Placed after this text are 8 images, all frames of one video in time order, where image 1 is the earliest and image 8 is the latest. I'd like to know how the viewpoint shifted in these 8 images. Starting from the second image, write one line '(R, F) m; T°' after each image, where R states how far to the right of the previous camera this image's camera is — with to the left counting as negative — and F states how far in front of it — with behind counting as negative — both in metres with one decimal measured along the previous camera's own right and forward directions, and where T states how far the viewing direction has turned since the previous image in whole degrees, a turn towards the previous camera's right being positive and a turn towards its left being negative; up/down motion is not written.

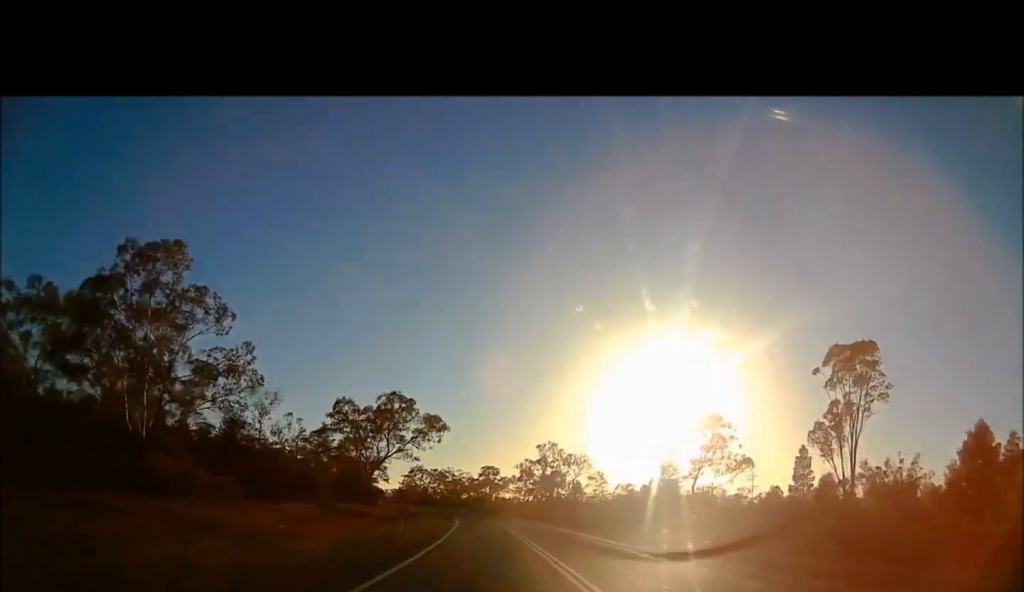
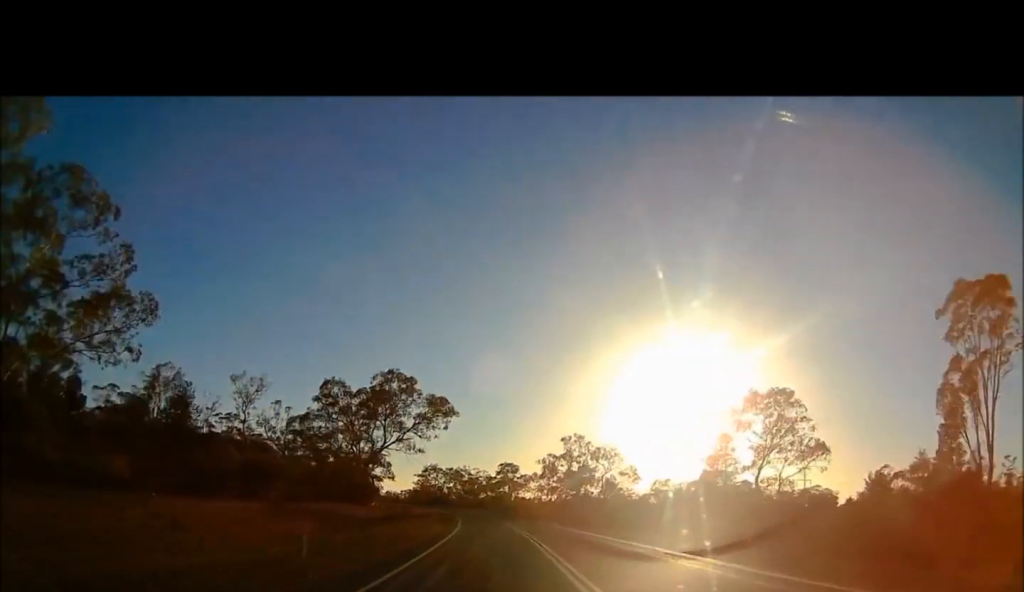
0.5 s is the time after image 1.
(0.0, +16.4) m; 0°
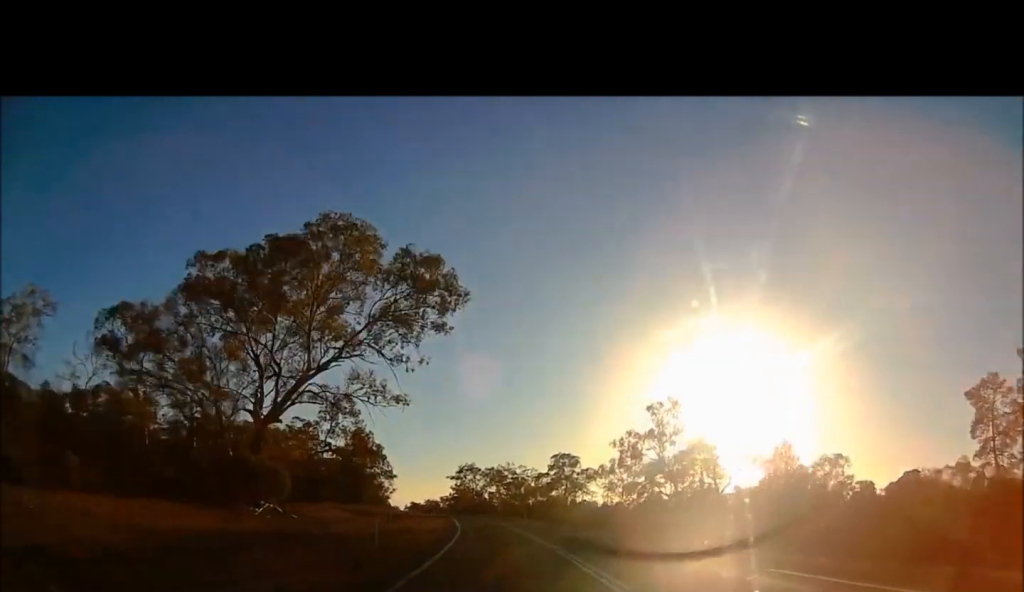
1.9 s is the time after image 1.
(0.0, +44.8) m; 0°
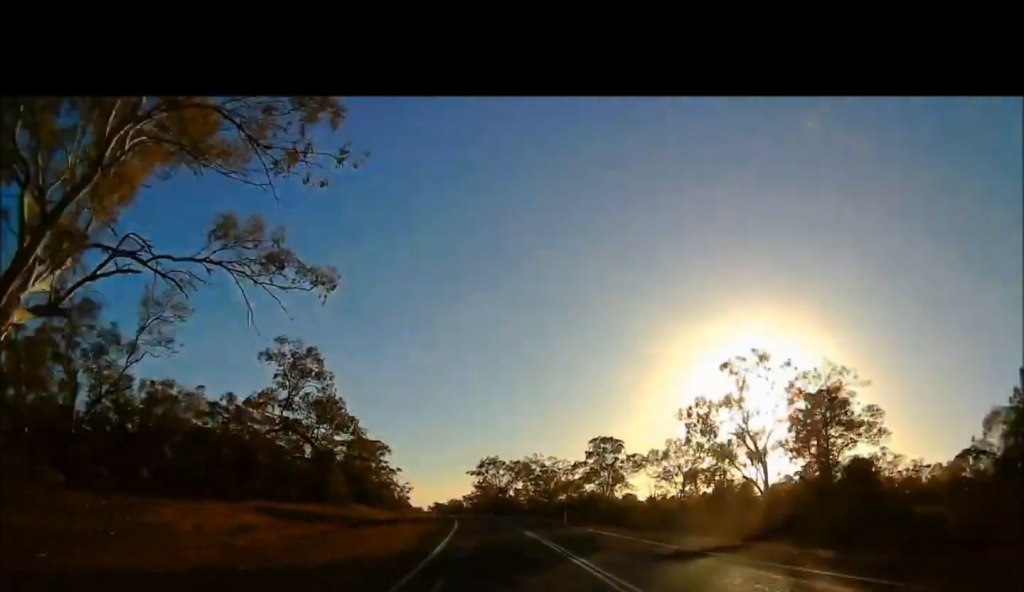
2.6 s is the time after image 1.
(0.0, +24.0) m; 0°
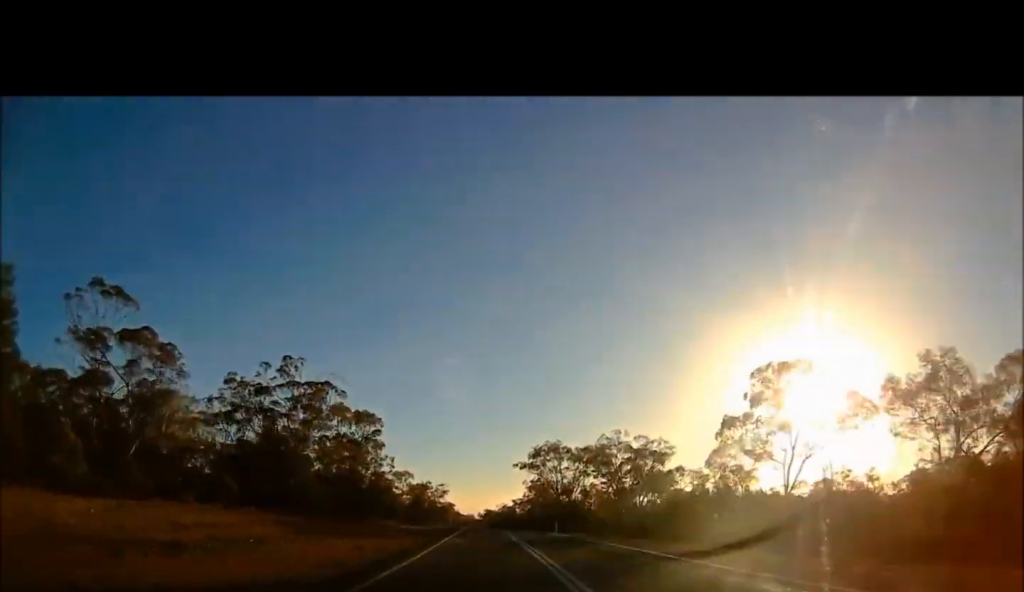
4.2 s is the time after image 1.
(0.0, +51.0) m; 0°
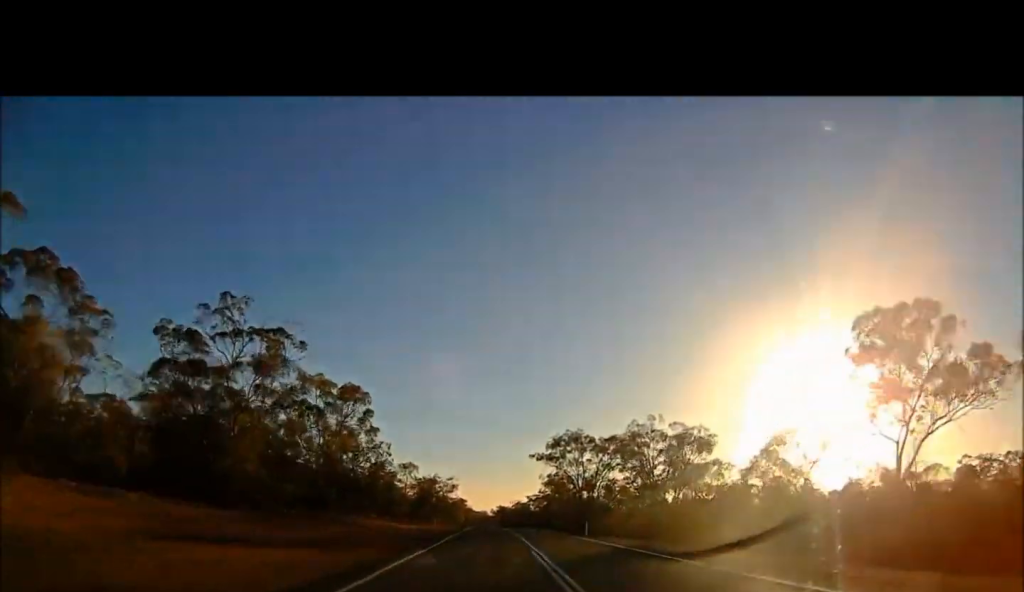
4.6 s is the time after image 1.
(0.0, +14.0) m; 0°
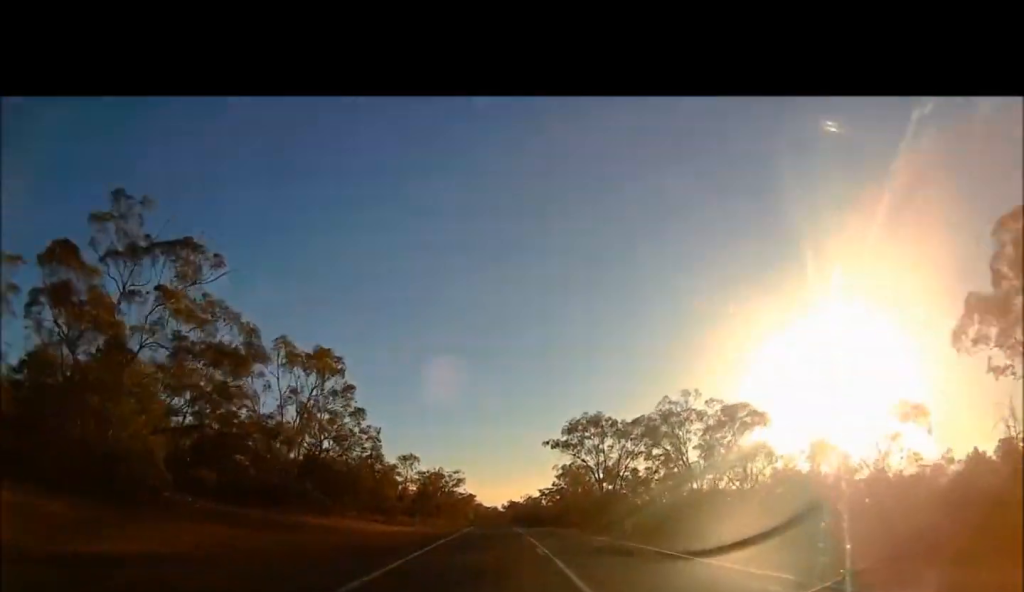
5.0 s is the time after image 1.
(0.0, +12.9) m; 0°
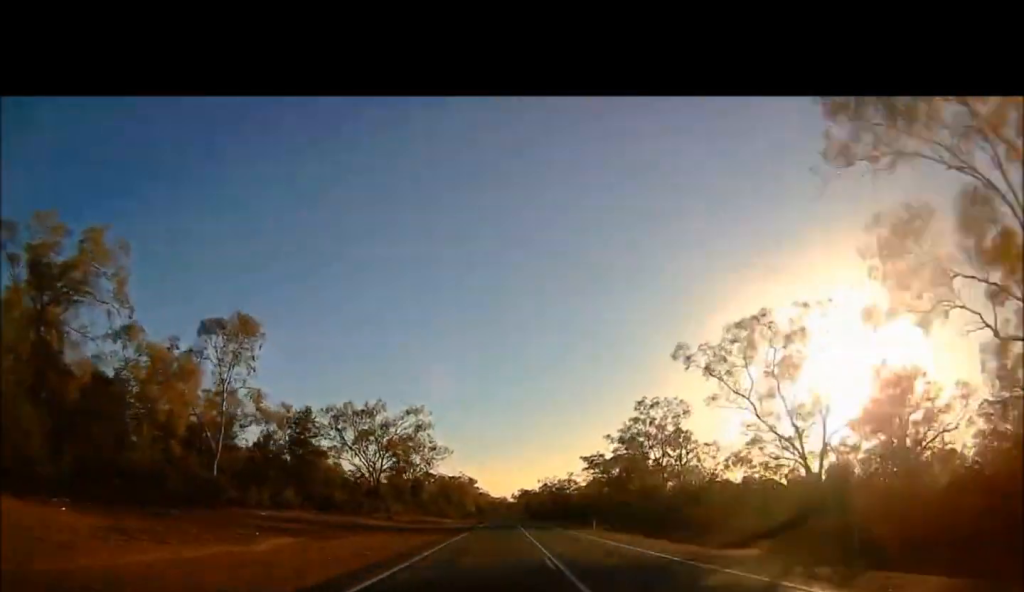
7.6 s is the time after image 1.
(0.0, +84.6) m; 0°
